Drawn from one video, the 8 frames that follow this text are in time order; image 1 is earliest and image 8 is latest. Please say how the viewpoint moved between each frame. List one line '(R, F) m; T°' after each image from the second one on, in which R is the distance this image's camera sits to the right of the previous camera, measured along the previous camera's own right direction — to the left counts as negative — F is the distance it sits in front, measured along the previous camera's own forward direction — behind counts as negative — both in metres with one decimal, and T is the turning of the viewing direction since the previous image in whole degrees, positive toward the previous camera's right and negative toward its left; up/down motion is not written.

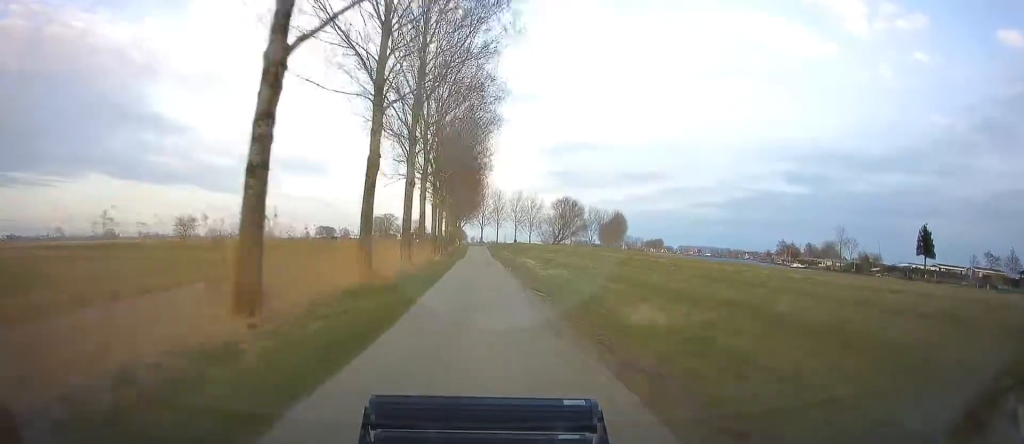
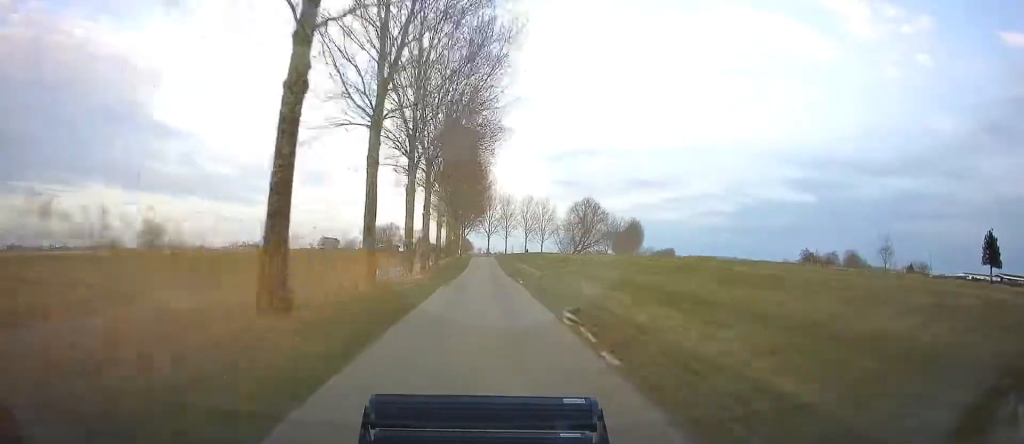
(0.0, +21.7) m; -1°
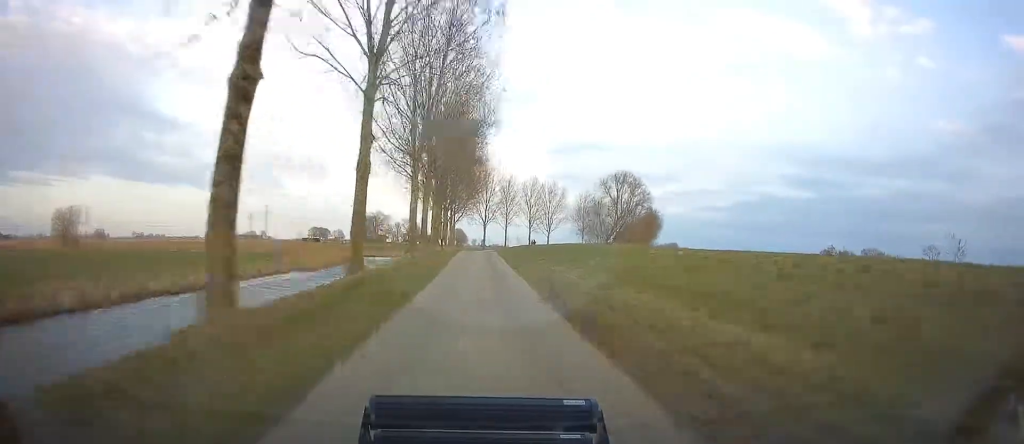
(-0.4, +33.2) m; 0°
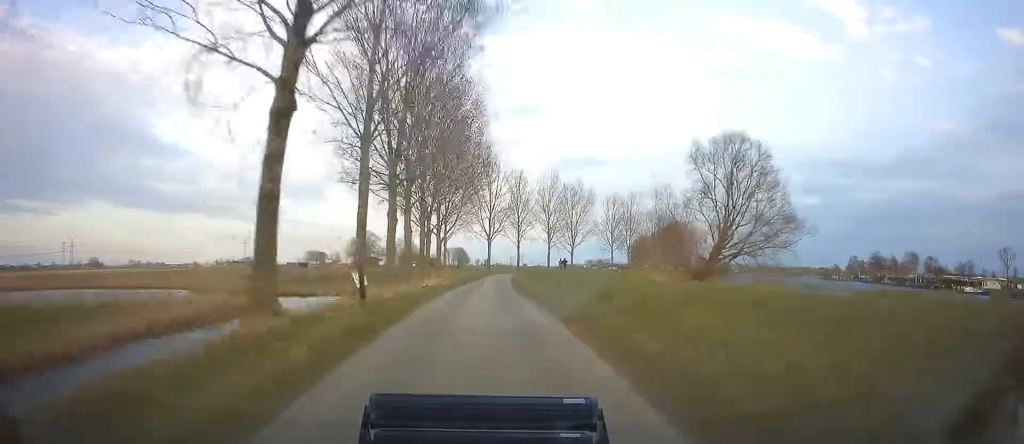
(+0.4, +38.8) m; +1°
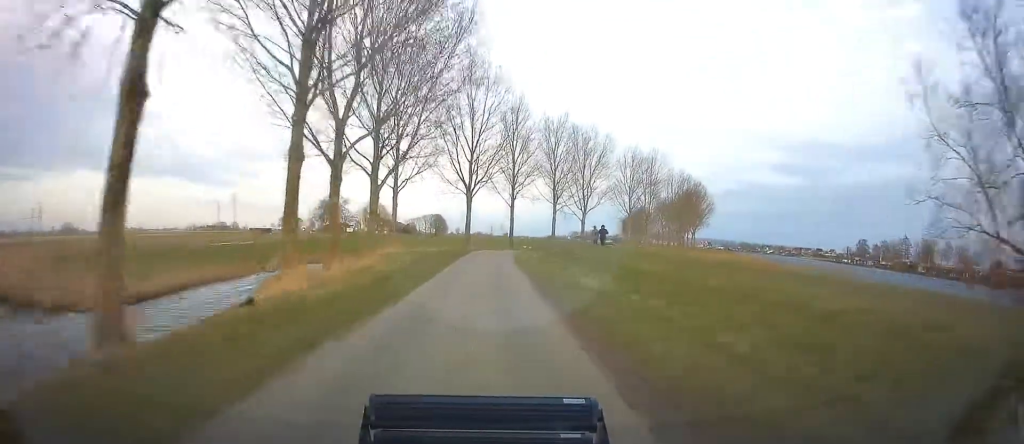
(0.0, +34.9) m; +1°
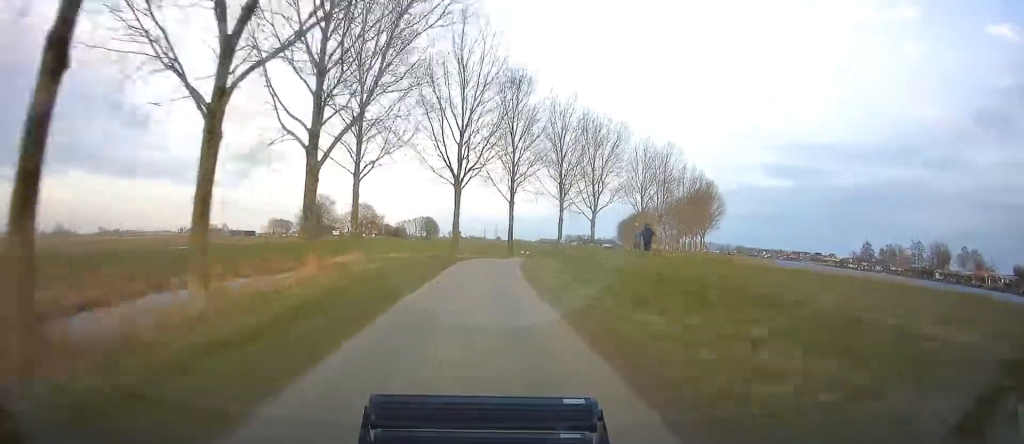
(-0.3, +14.3) m; +2°
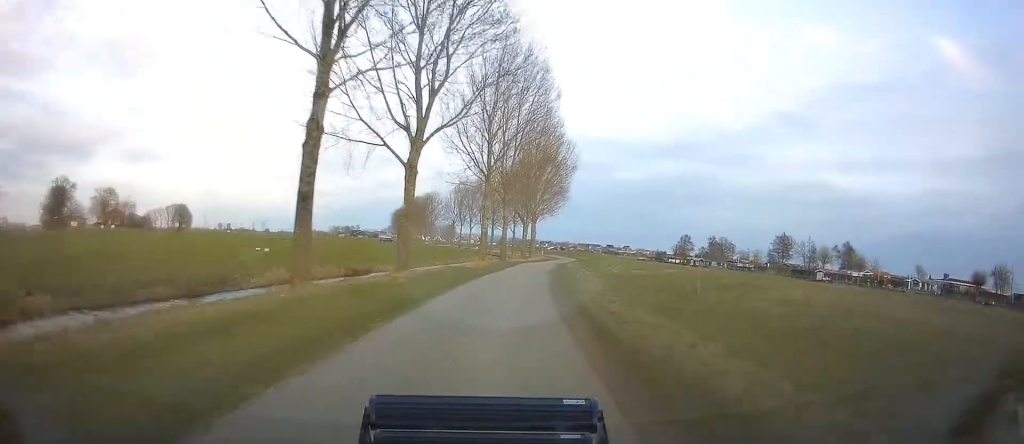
(+7.2, +53.5) m; +18°
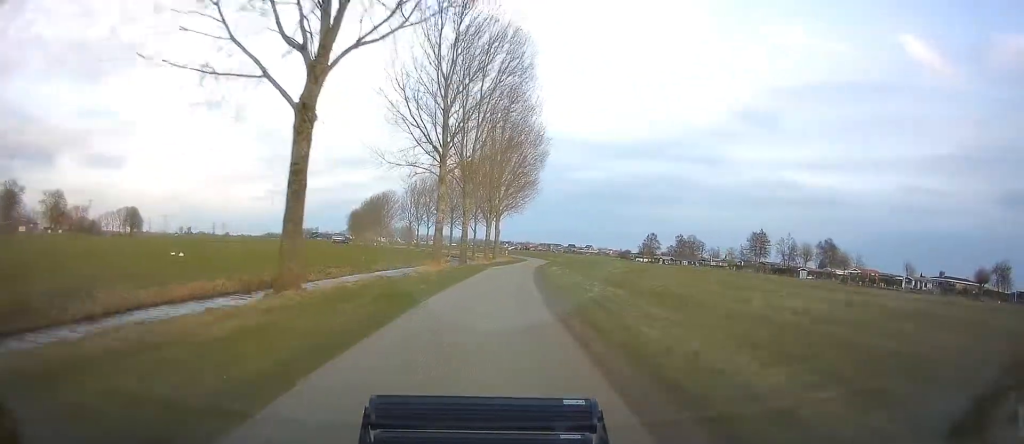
(+0.8, +12.3) m; +5°
